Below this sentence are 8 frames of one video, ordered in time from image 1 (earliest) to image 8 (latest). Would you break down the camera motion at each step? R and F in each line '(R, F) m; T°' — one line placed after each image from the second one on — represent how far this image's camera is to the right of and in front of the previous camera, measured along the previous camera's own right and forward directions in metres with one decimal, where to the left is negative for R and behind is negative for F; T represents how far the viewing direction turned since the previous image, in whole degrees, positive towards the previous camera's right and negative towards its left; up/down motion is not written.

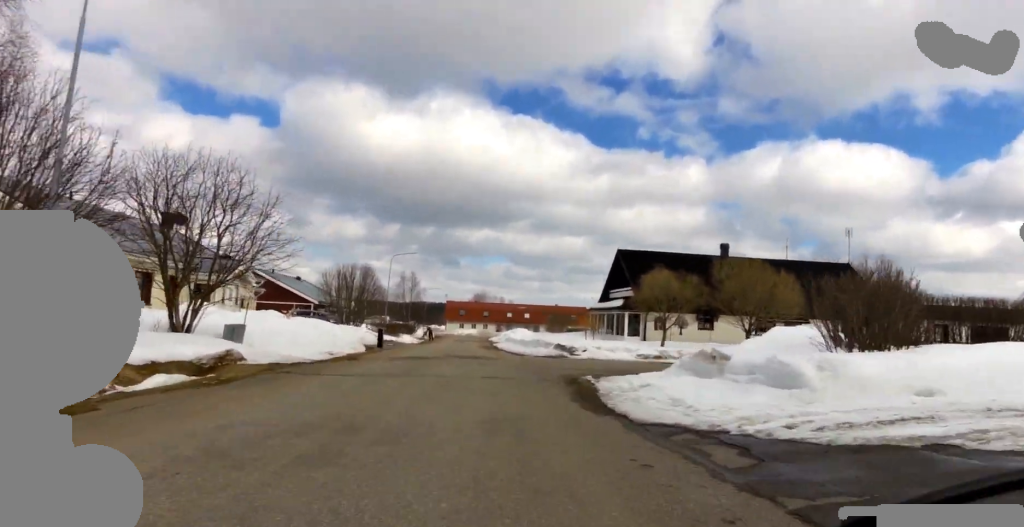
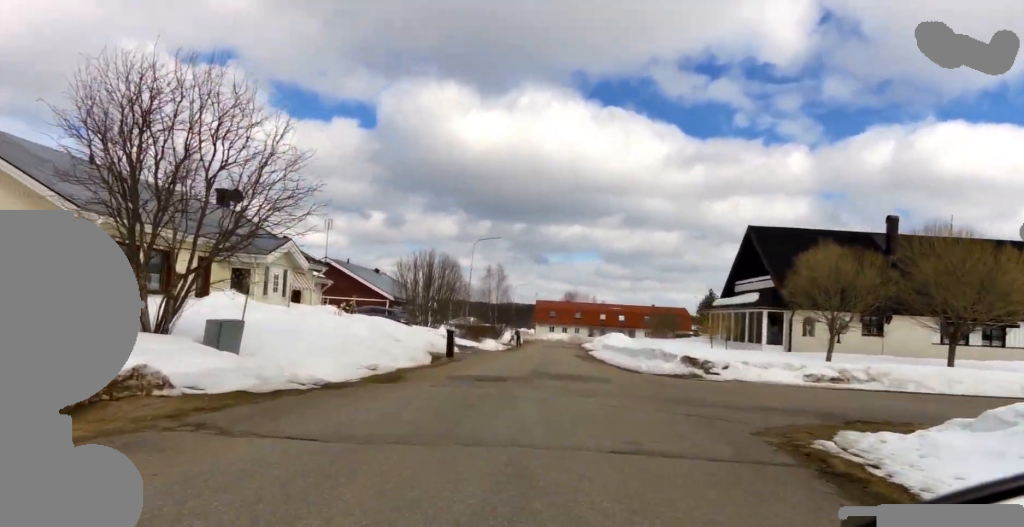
(-0.5, +6.8) m; -7°
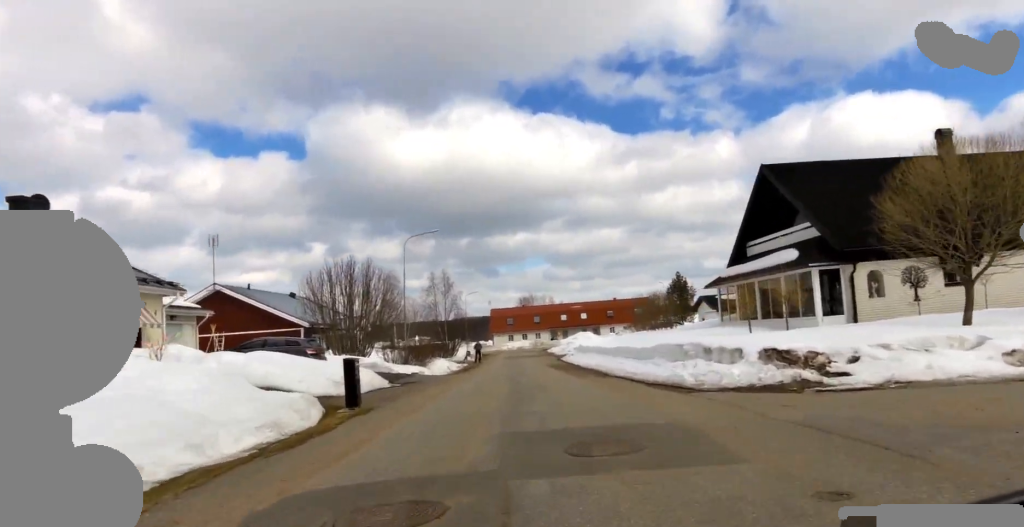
(-0.5, +9.6) m; -3°
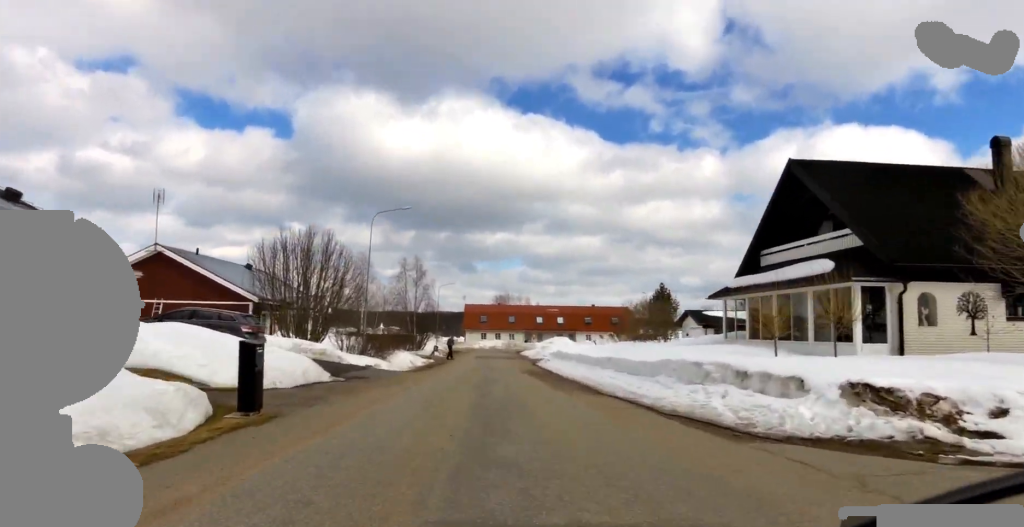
(0.0, +3.9) m; 0°
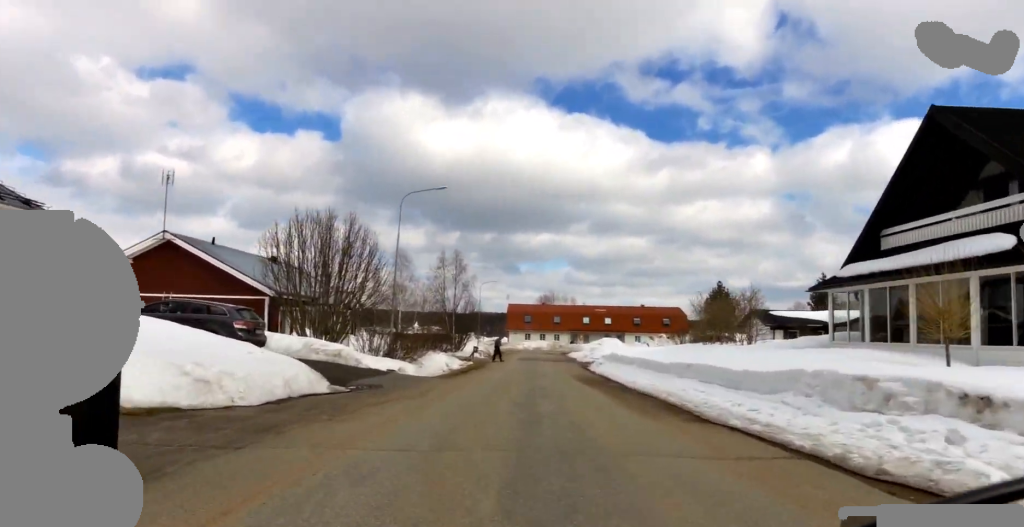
(0.0, +4.6) m; 0°
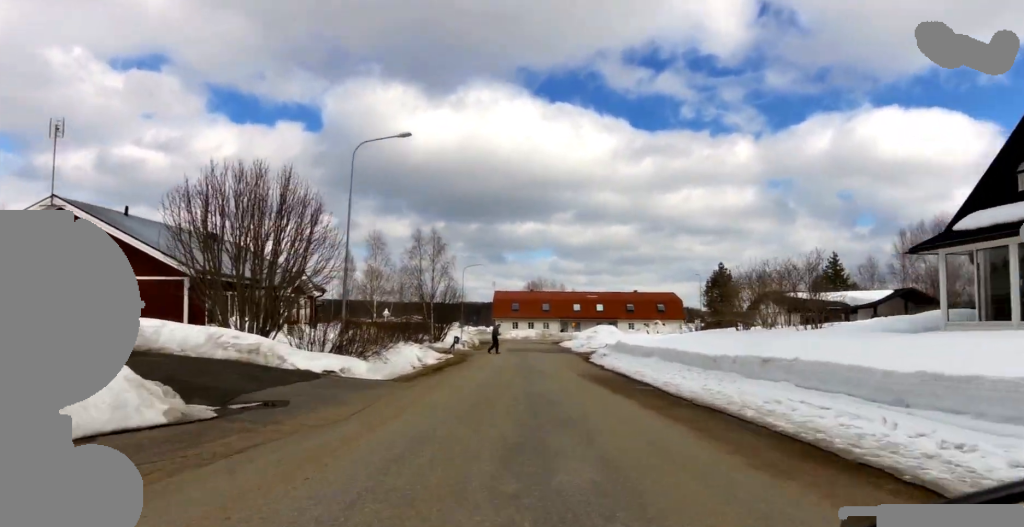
(0.0, +6.1) m; +1°
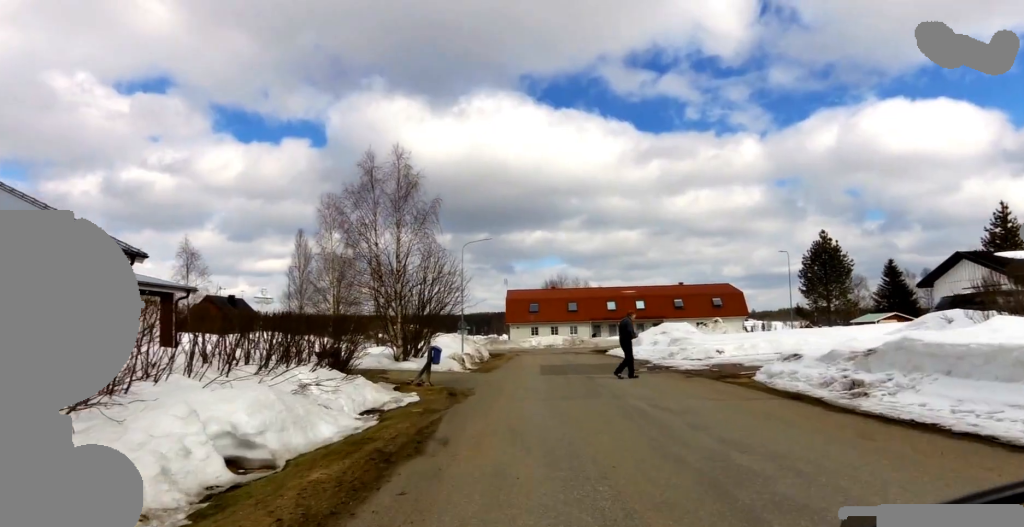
(+1.5, +19.4) m; 0°
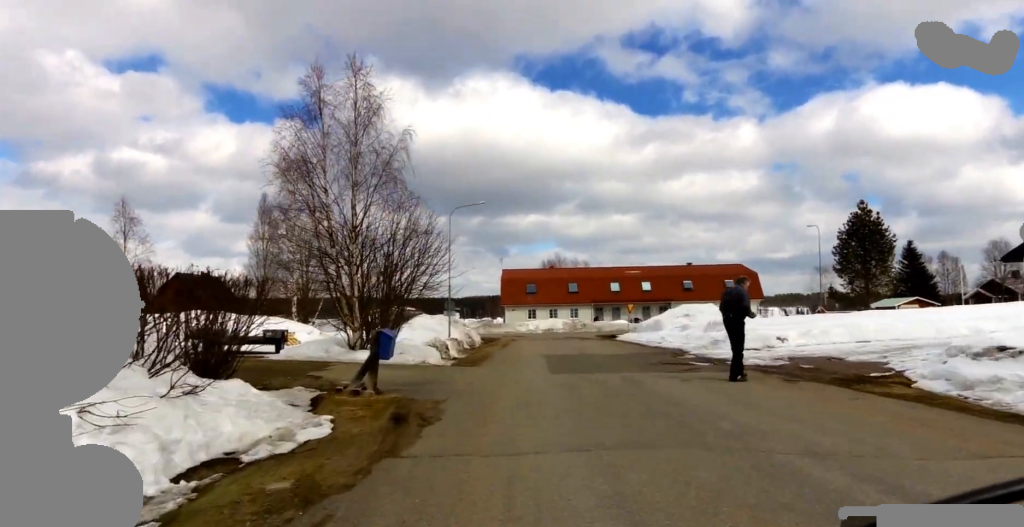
(-0.1, +6.0) m; +4°
